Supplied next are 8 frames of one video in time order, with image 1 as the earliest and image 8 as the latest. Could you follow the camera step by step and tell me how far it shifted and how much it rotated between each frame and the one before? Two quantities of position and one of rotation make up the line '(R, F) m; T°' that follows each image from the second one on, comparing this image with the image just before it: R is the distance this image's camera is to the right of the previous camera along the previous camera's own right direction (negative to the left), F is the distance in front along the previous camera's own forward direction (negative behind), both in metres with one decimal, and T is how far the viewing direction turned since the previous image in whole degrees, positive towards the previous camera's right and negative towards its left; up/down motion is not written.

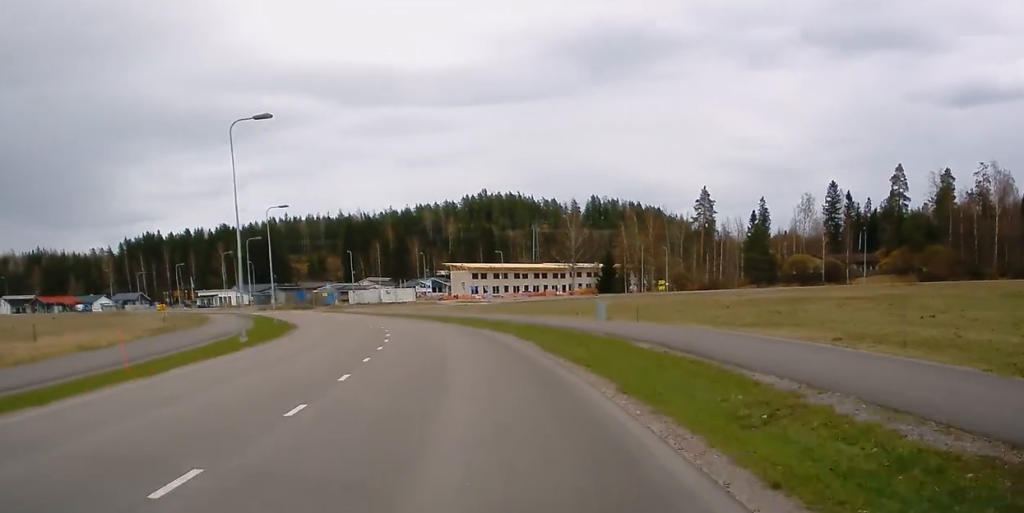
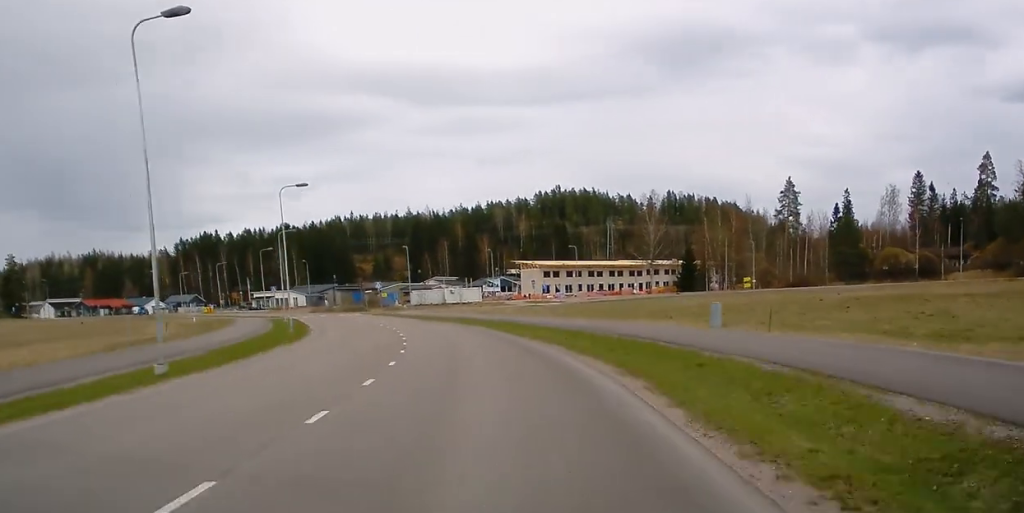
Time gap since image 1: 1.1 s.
(-0.3, +12.2) m; -4°
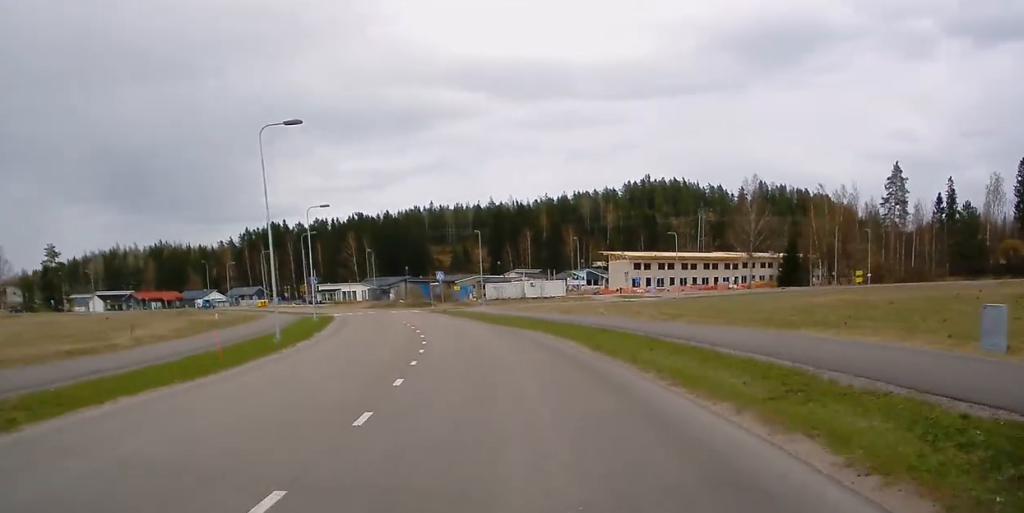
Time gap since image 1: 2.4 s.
(-0.8, +15.5) m; -5°
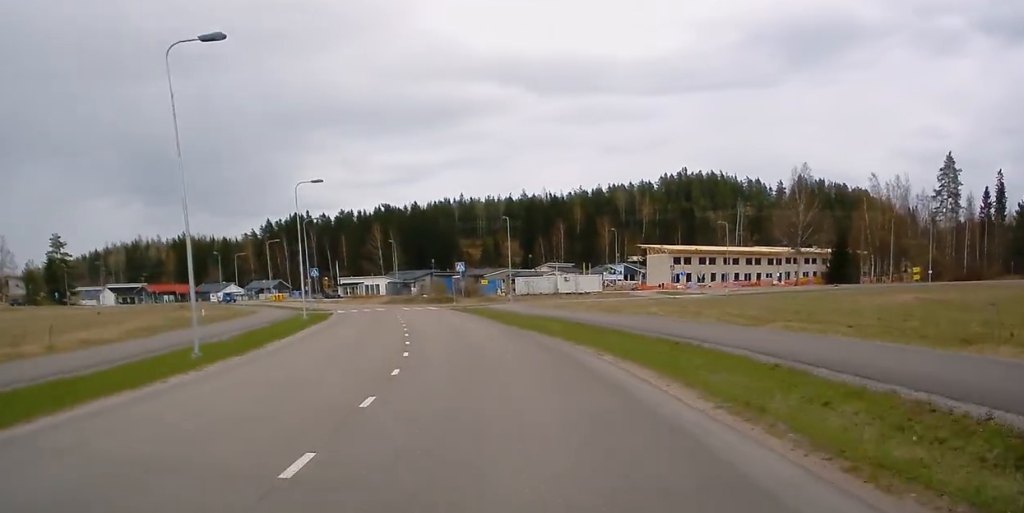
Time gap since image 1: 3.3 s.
(0.0, +10.1) m; -3°
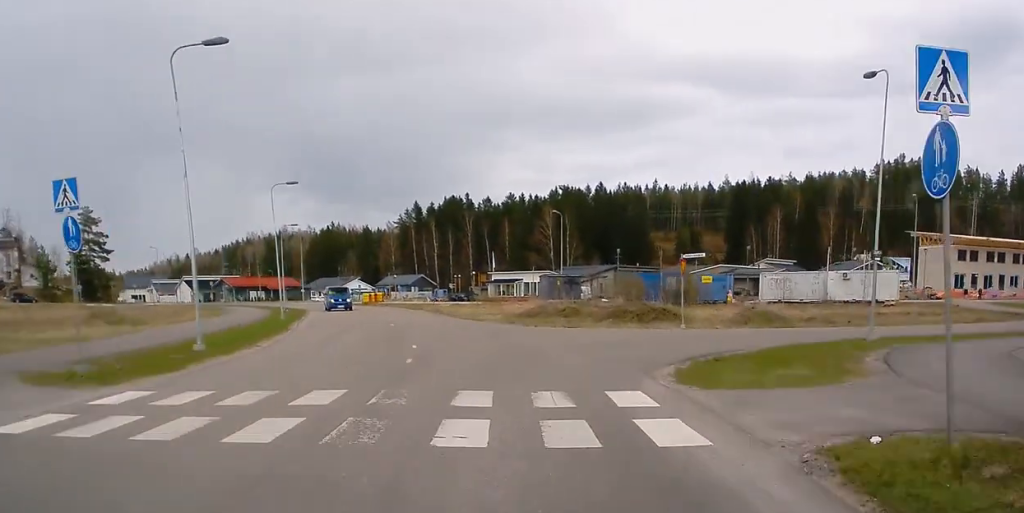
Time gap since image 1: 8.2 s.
(-7.8, +56.4) m; -14°
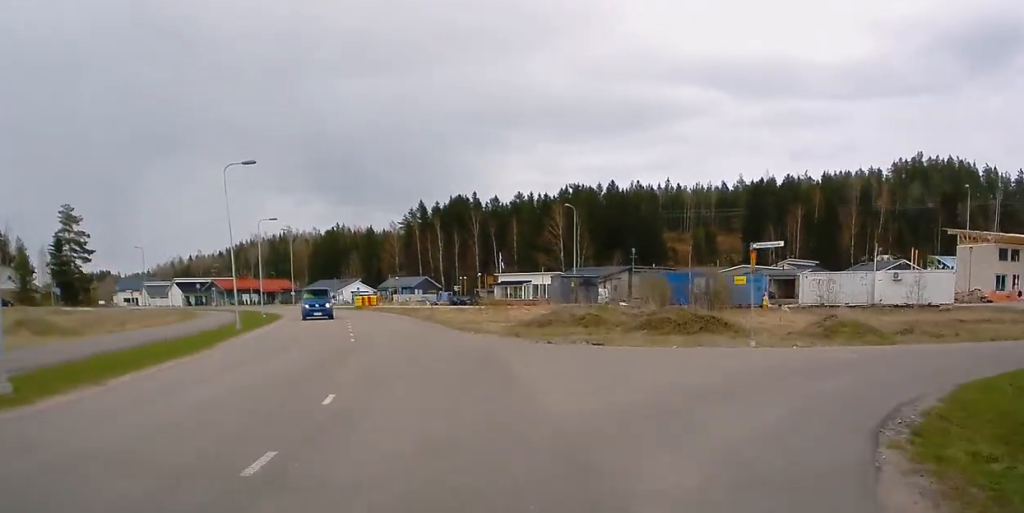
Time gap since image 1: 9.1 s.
(0.0, +10.7) m; -3°
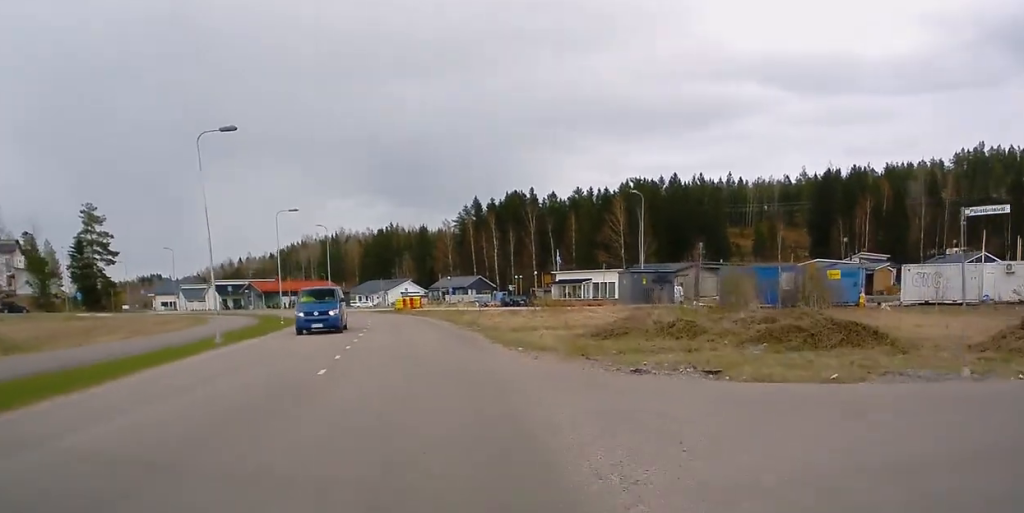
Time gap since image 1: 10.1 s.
(-0.5, +11.5) m; -3°
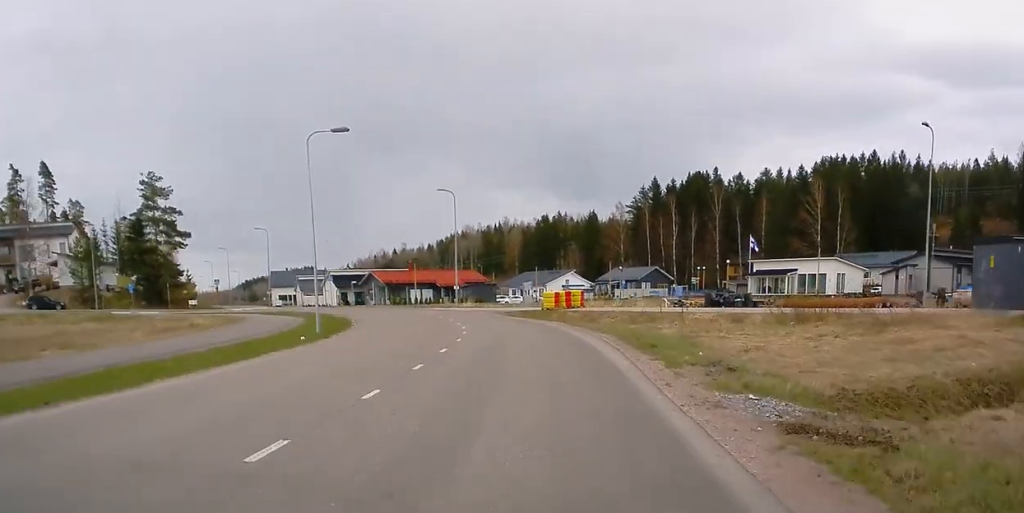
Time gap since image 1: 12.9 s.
(-2.4, +30.2) m; -8°
